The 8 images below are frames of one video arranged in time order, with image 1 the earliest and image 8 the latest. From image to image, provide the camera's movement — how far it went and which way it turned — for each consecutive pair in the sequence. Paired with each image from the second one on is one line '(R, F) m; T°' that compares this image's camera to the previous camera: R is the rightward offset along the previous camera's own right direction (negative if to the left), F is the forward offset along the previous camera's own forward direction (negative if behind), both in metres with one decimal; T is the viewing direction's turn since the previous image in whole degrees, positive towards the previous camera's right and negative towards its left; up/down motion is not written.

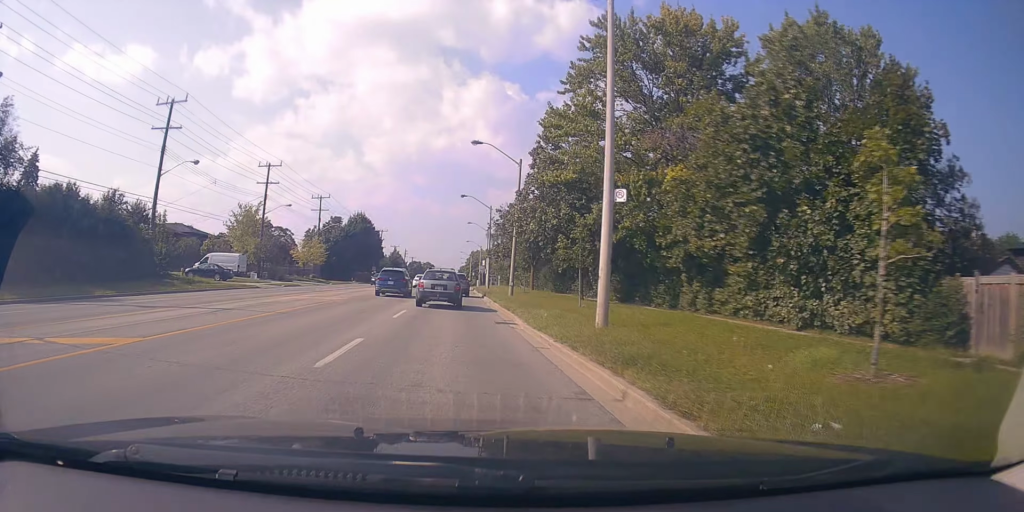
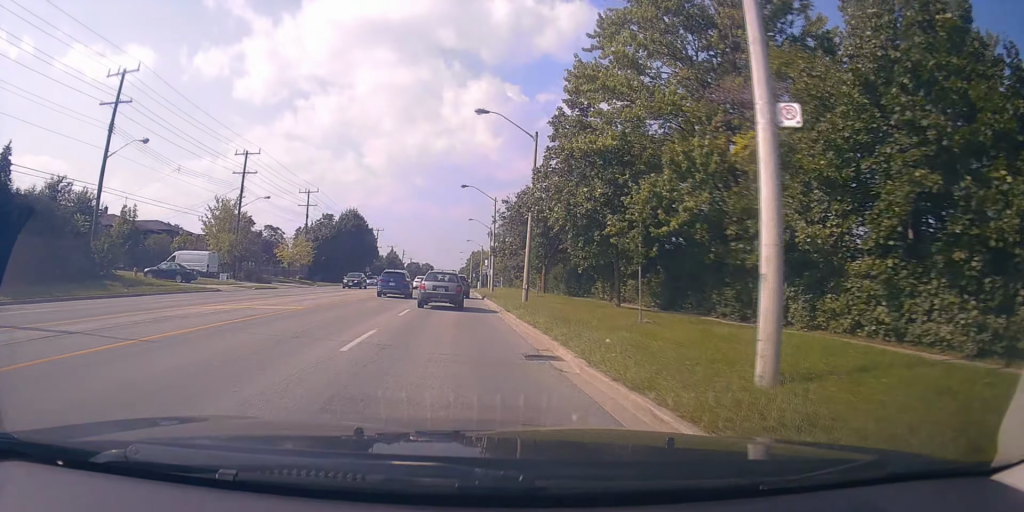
(+0.1, +7.4) m; 0°
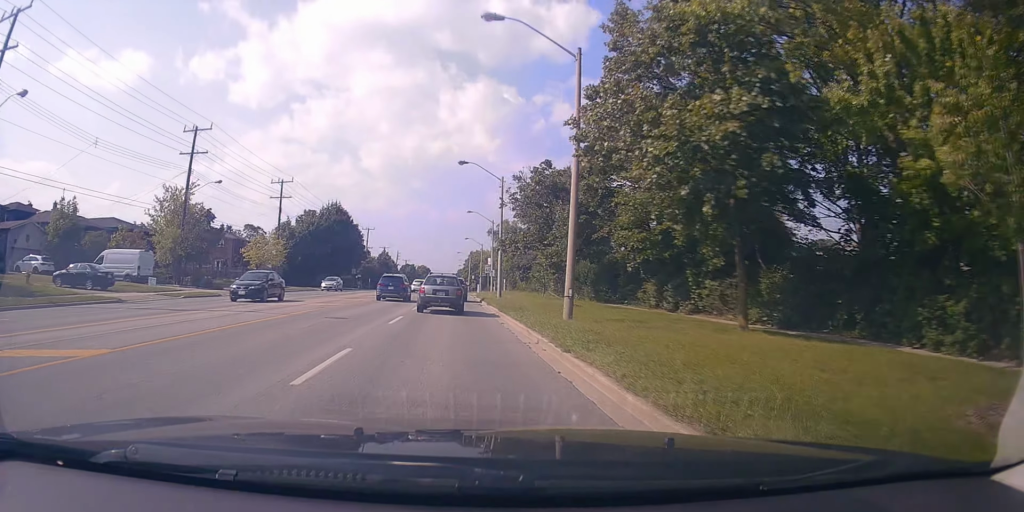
(+0.1, +11.4) m; 0°
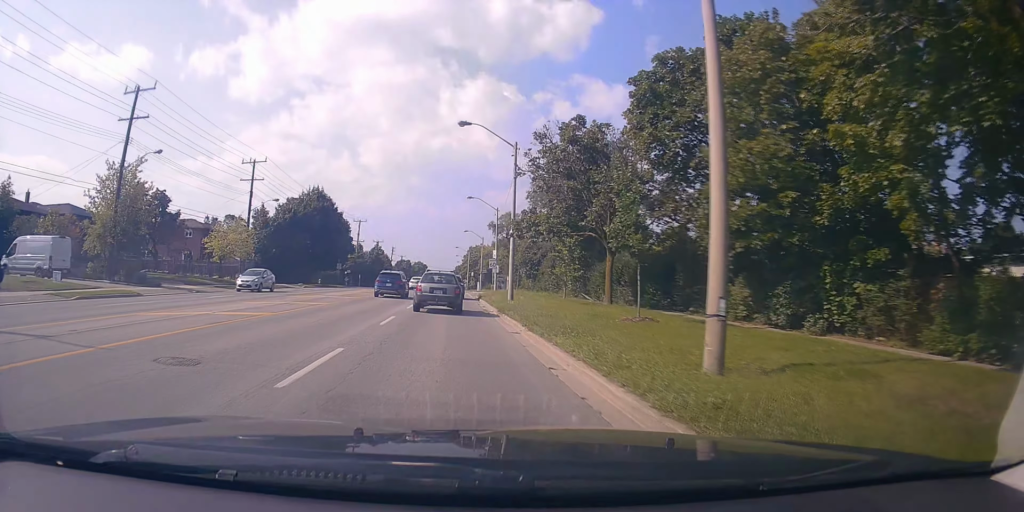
(-0.4, +9.7) m; +1°
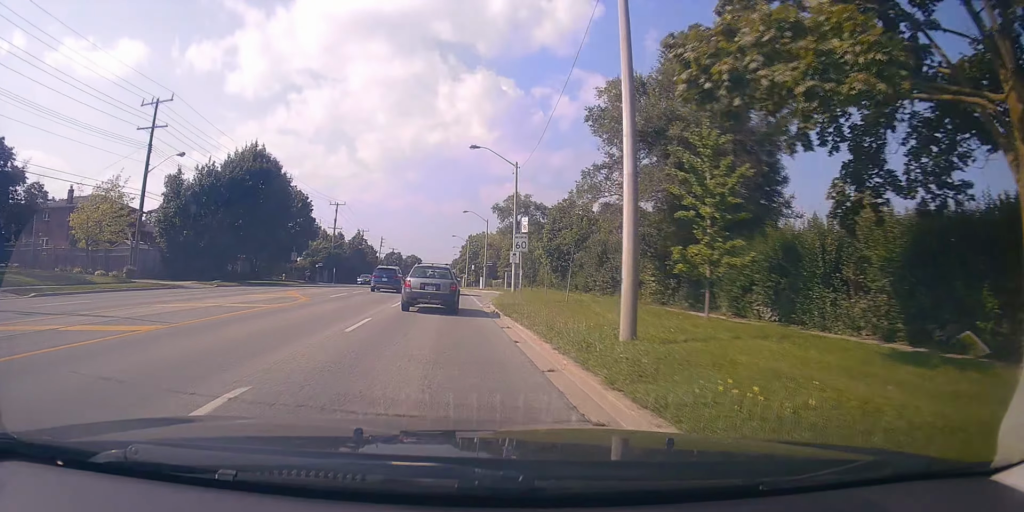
(+0.6, +20.5) m; 0°
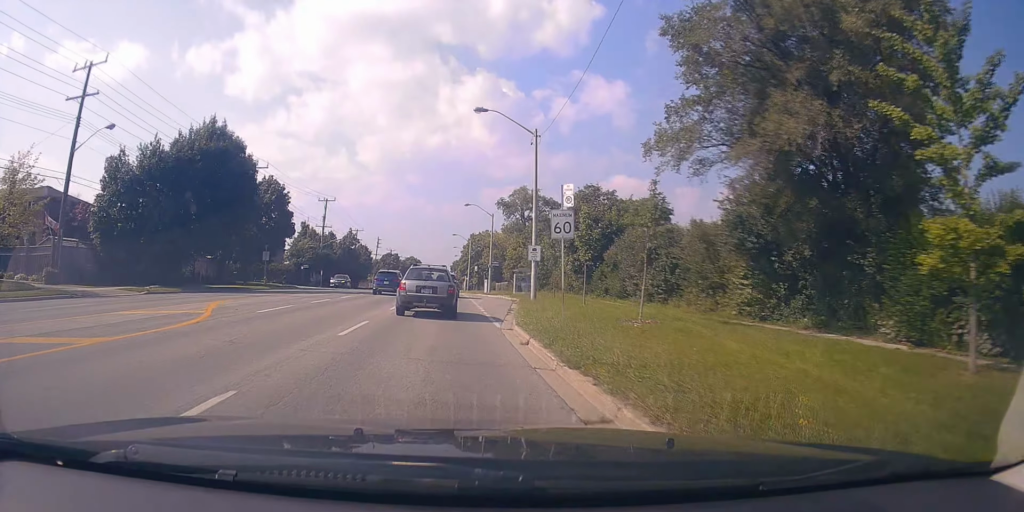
(-0.1, +9.3) m; 0°
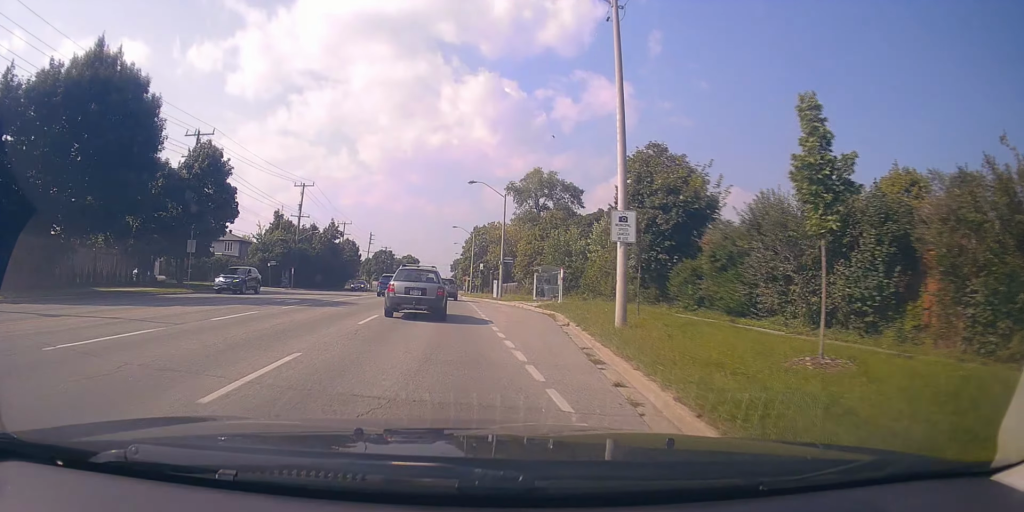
(+0.3, +15.7) m; 0°
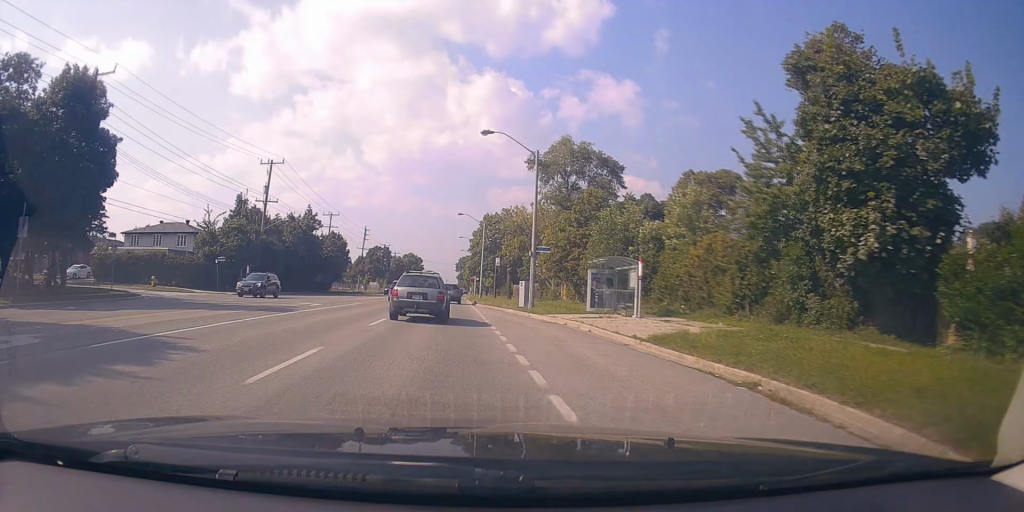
(-0.2, +17.0) m; -1°
